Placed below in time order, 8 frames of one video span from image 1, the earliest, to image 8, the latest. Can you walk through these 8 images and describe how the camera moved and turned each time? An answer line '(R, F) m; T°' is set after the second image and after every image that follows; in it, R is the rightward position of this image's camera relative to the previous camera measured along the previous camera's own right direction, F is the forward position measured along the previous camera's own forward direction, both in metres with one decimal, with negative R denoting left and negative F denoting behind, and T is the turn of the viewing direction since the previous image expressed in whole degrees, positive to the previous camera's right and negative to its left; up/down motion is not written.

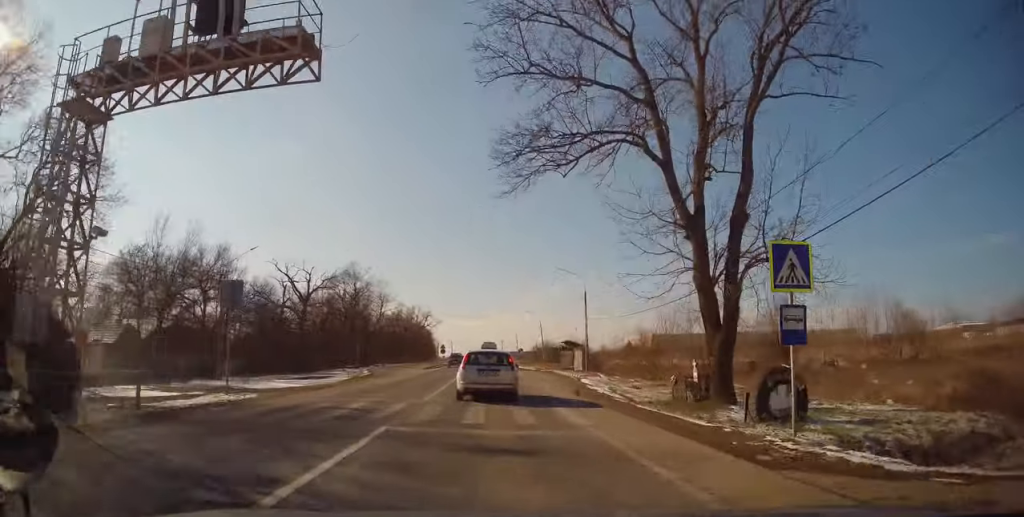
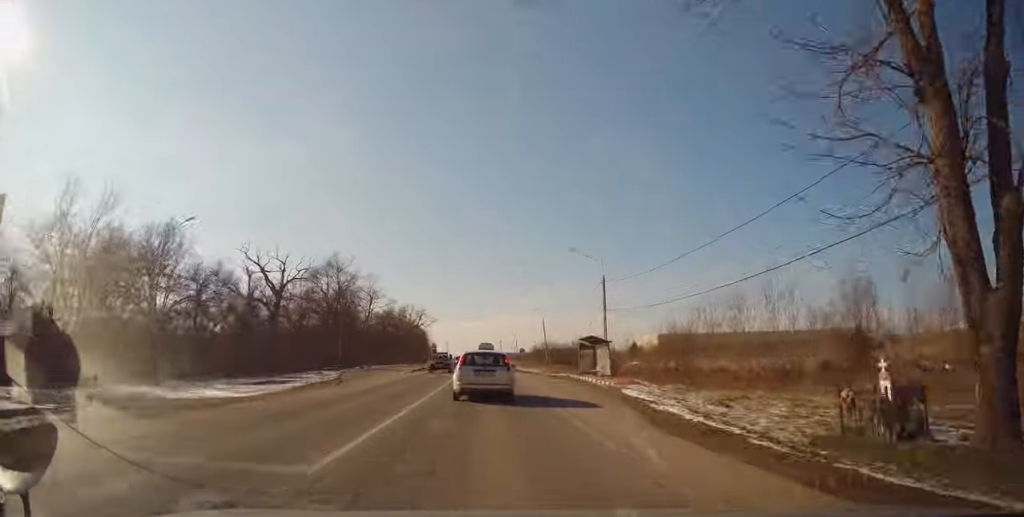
(0.0, +10.0) m; 0°
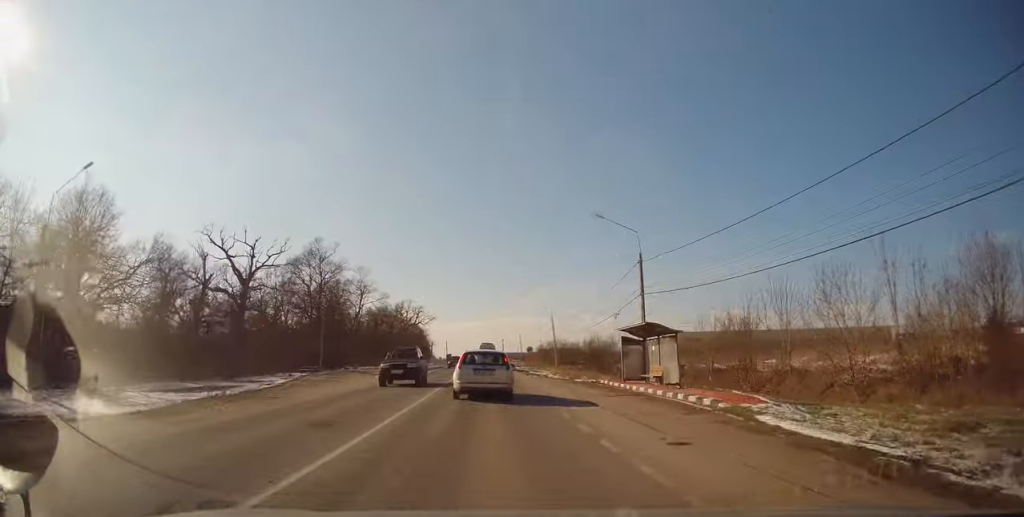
(0.0, +10.7) m; 0°
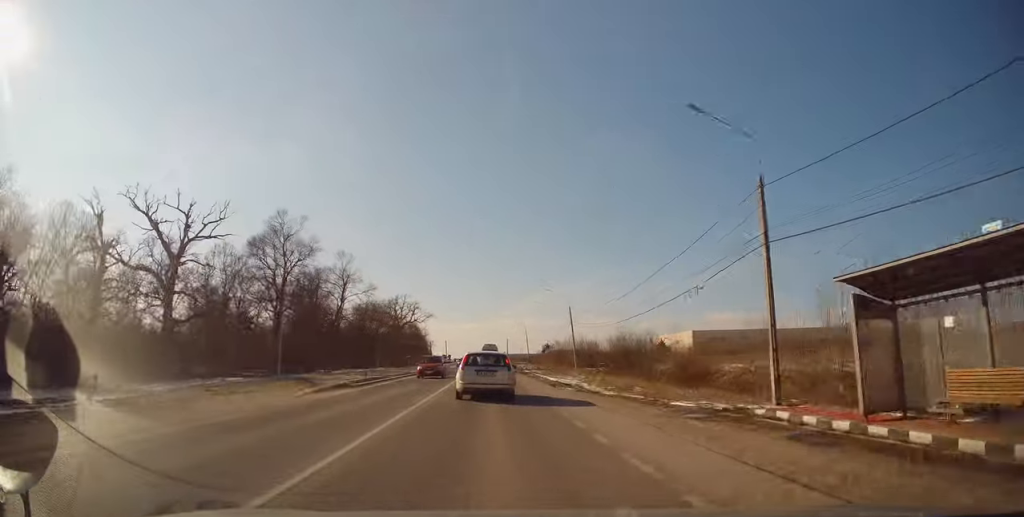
(0.0, +15.9) m; 0°
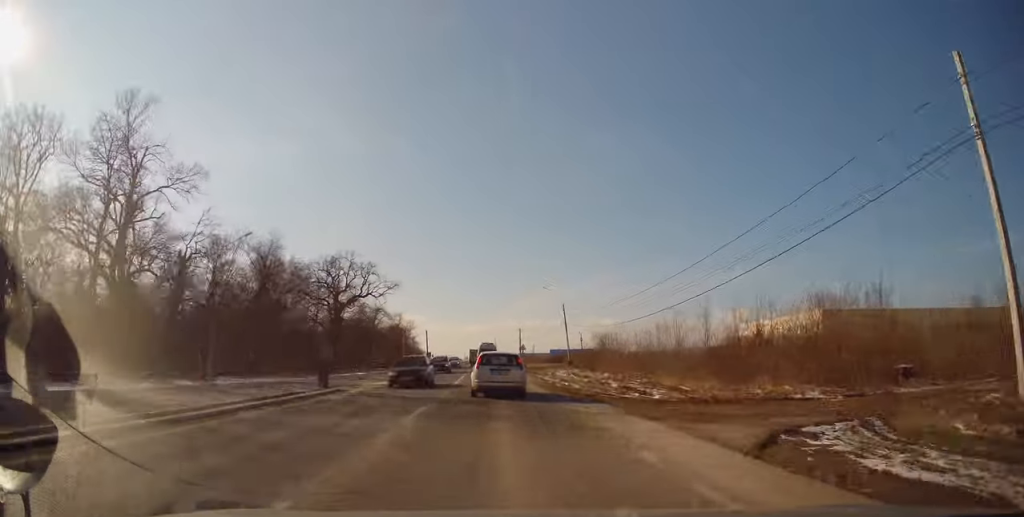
(+1.2, +61.6) m; +1°
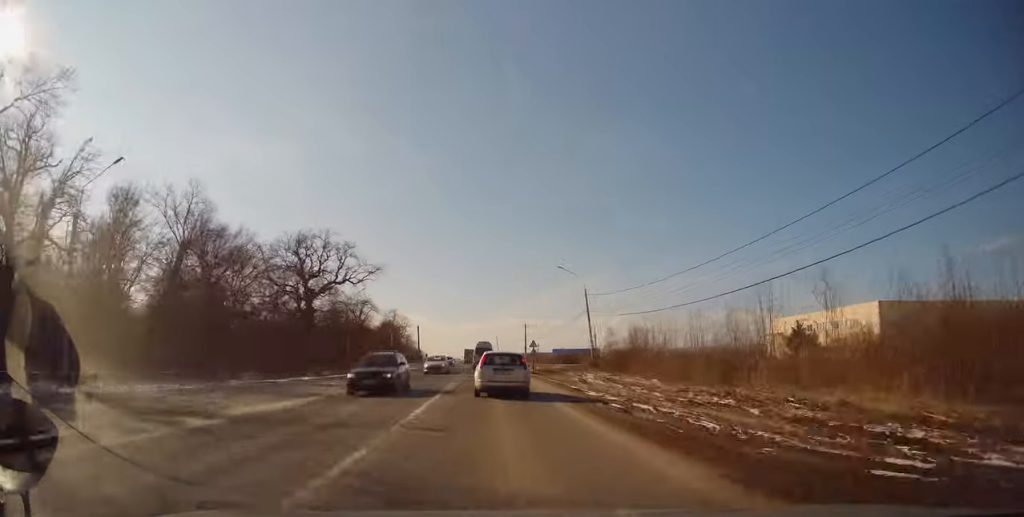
(-0.2, +15.1) m; -1°
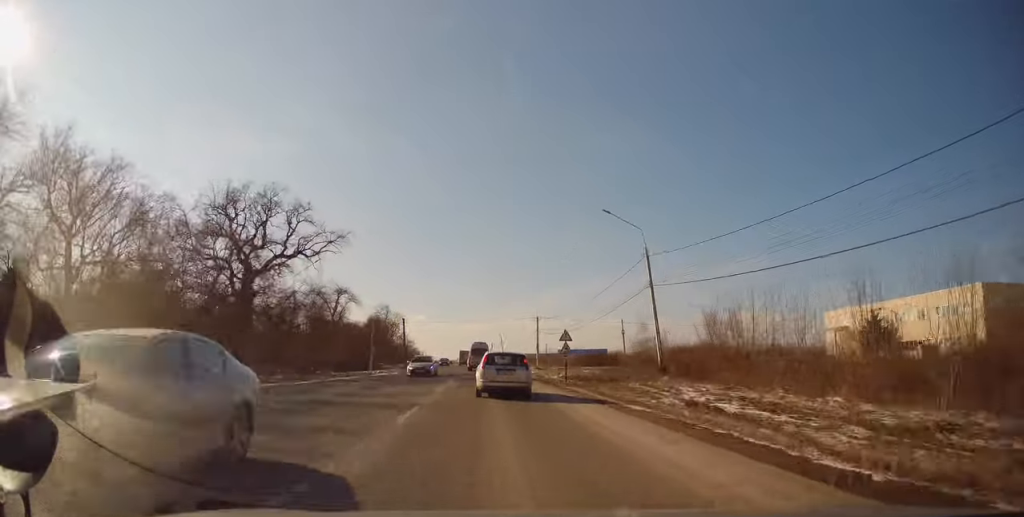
(-0.1, +20.5) m; -1°
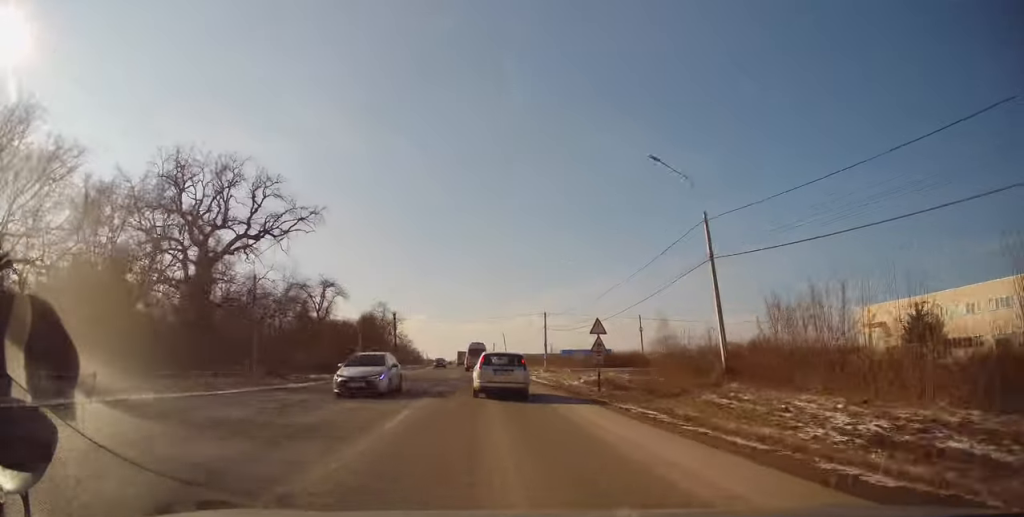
(-0.2, +9.3) m; 0°
